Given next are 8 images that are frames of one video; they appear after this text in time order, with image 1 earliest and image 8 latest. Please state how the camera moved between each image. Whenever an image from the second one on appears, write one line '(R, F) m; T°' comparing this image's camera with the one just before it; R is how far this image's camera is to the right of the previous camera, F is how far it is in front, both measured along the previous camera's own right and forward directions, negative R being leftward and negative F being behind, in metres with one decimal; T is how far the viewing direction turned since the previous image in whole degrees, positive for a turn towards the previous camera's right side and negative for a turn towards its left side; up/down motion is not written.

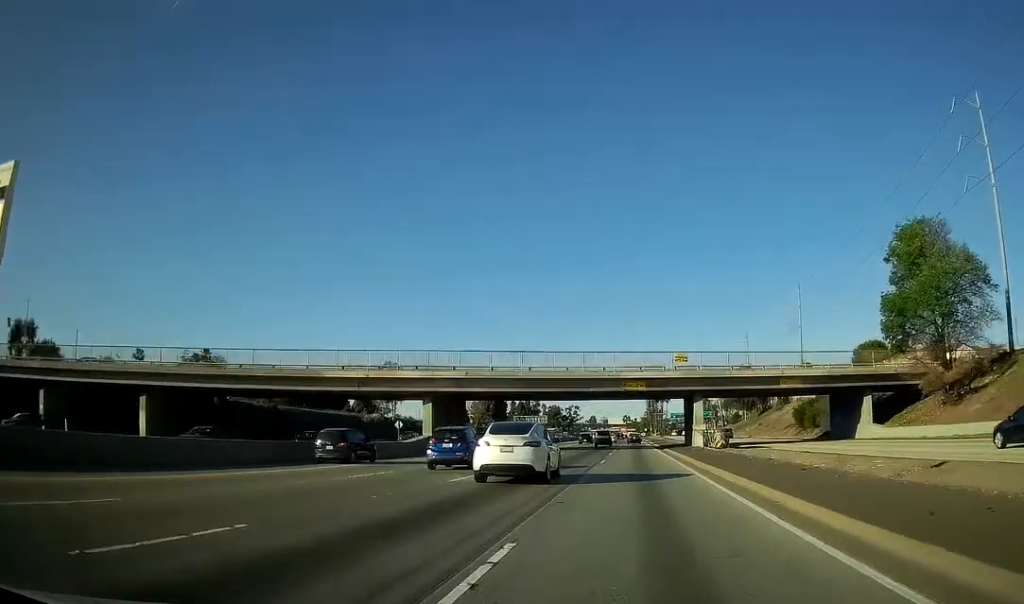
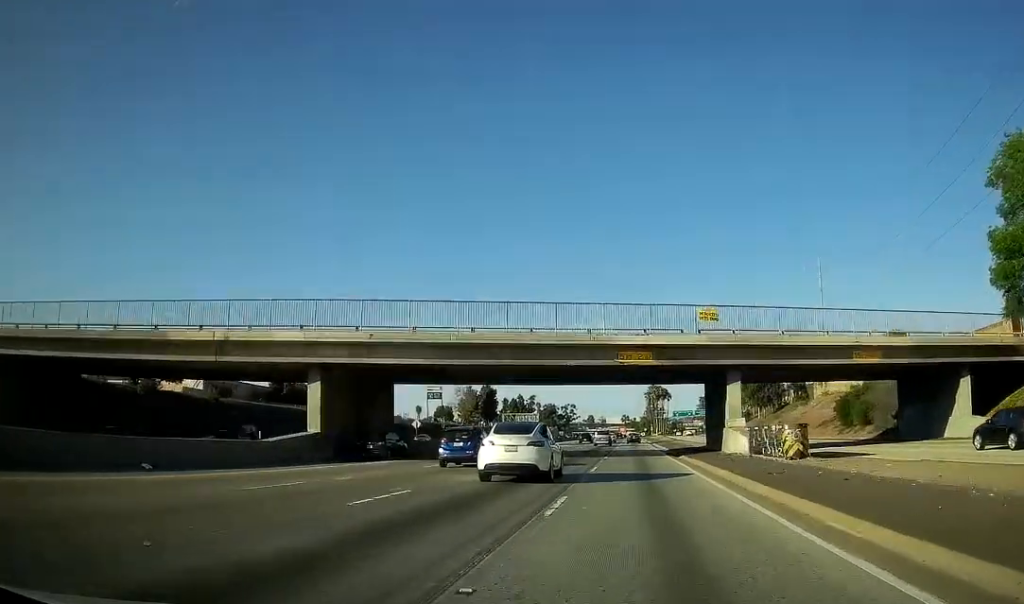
(-0.3, +21.6) m; -1°
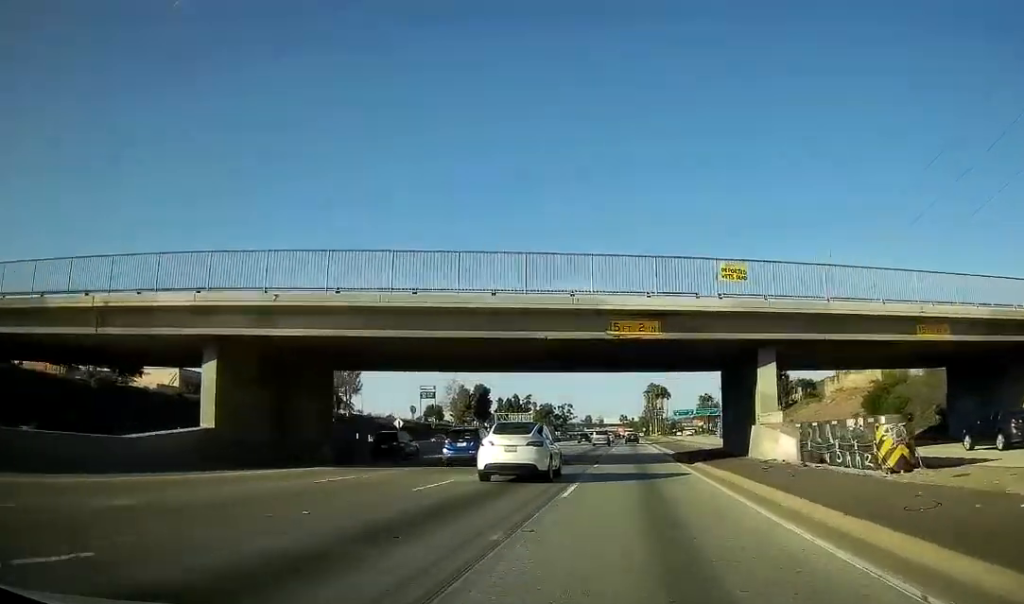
(-0.1, +11.3) m; +1°
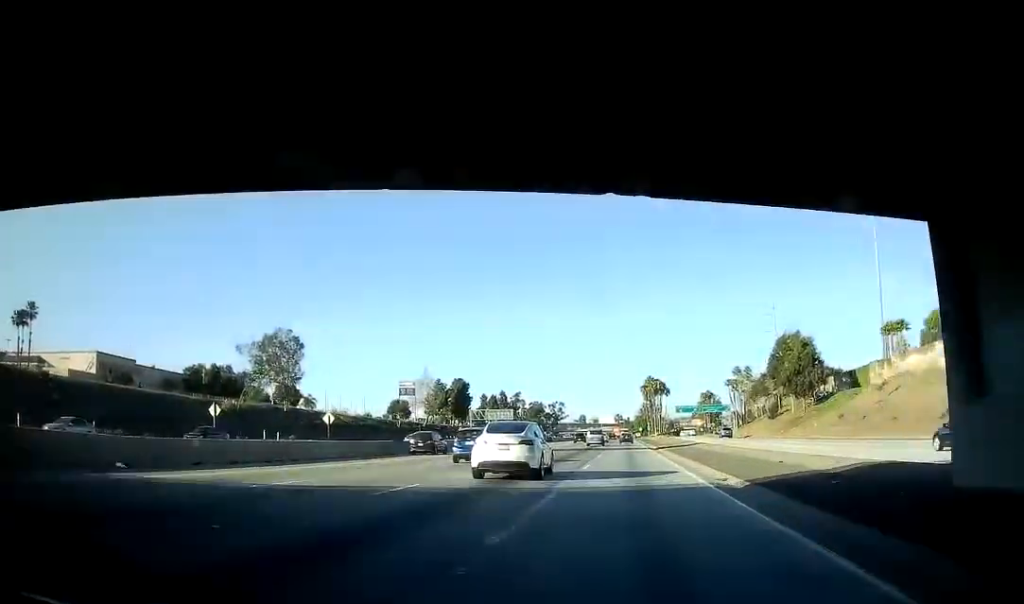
(+0.5, +32.1) m; +1°
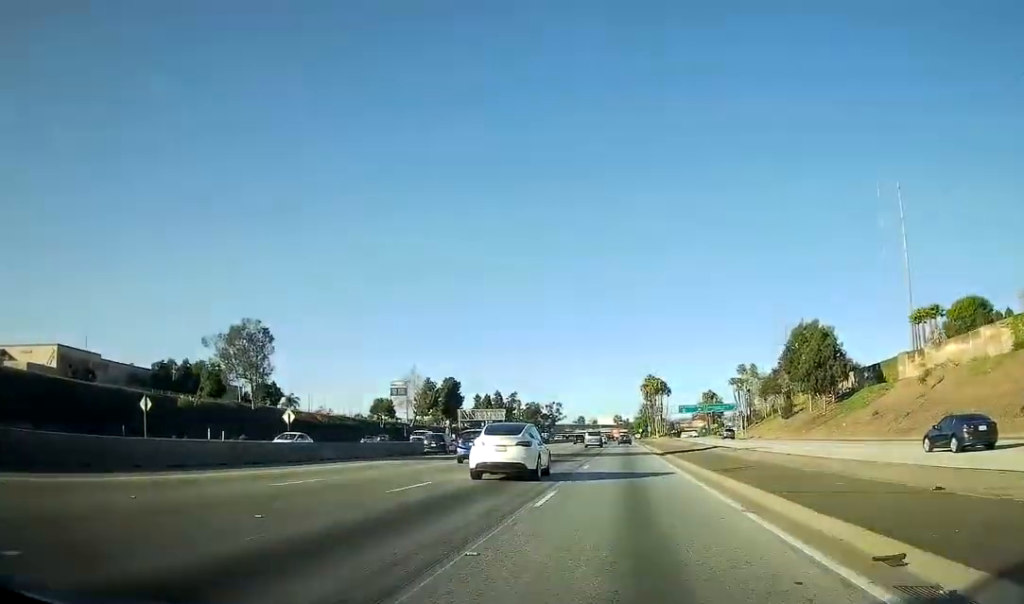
(+0.1, +13.2) m; 0°
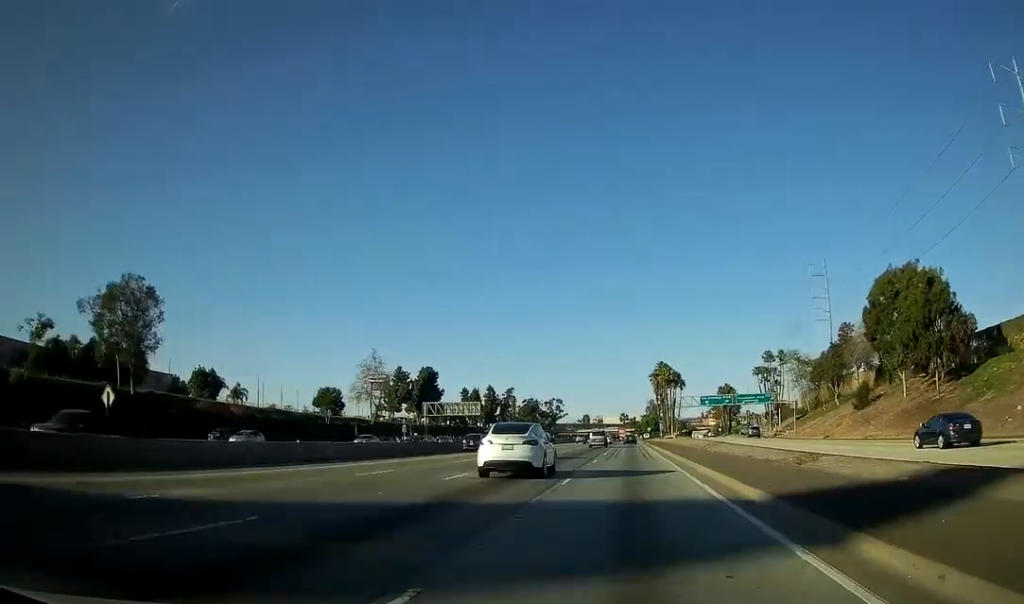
(-1.0, +40.5) m; -1°
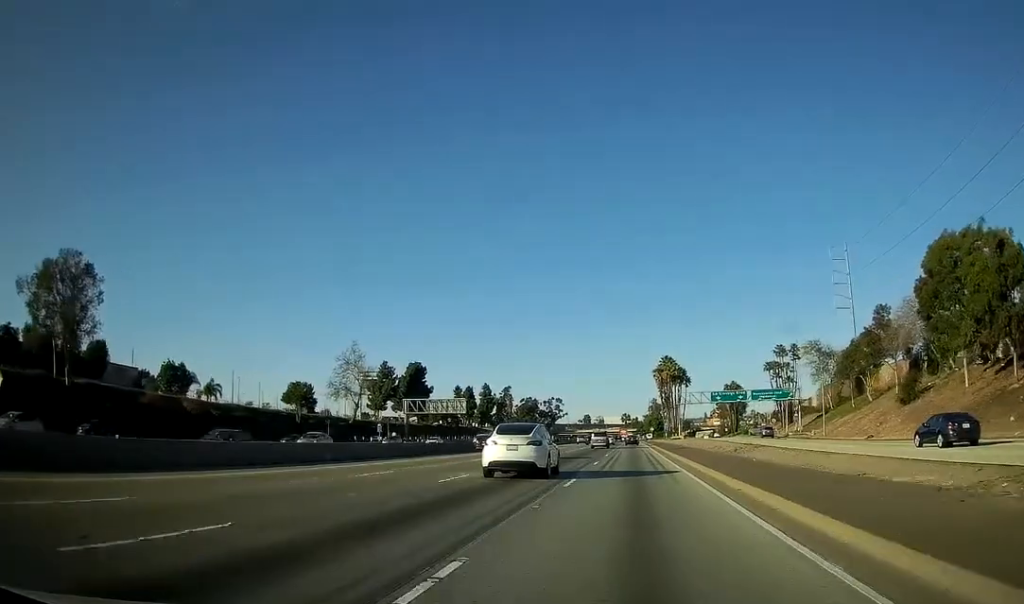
(0.0, +15.0) m; 0°
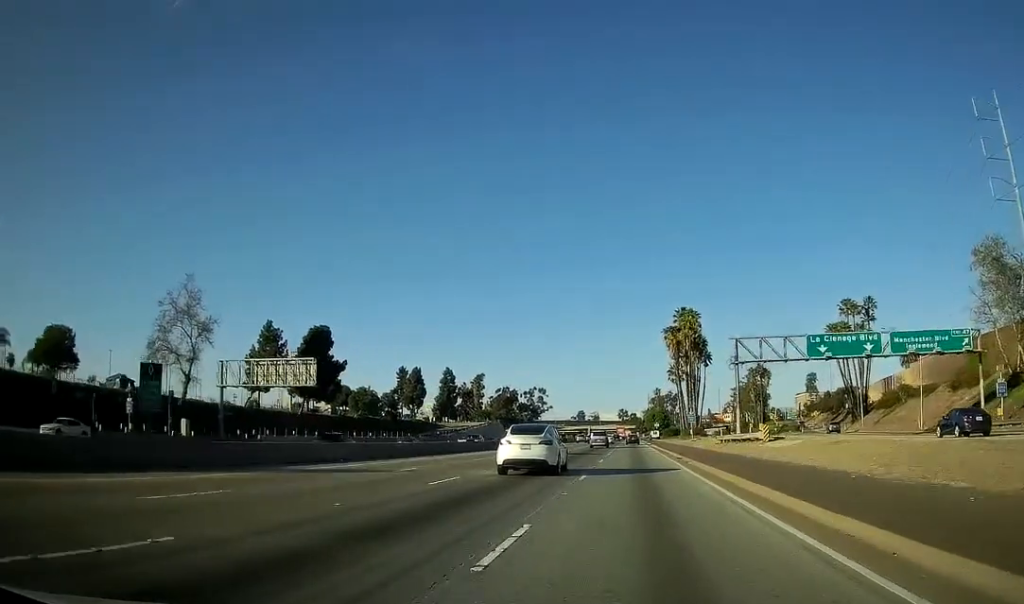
(+0.9, +69.4) m; +2°
